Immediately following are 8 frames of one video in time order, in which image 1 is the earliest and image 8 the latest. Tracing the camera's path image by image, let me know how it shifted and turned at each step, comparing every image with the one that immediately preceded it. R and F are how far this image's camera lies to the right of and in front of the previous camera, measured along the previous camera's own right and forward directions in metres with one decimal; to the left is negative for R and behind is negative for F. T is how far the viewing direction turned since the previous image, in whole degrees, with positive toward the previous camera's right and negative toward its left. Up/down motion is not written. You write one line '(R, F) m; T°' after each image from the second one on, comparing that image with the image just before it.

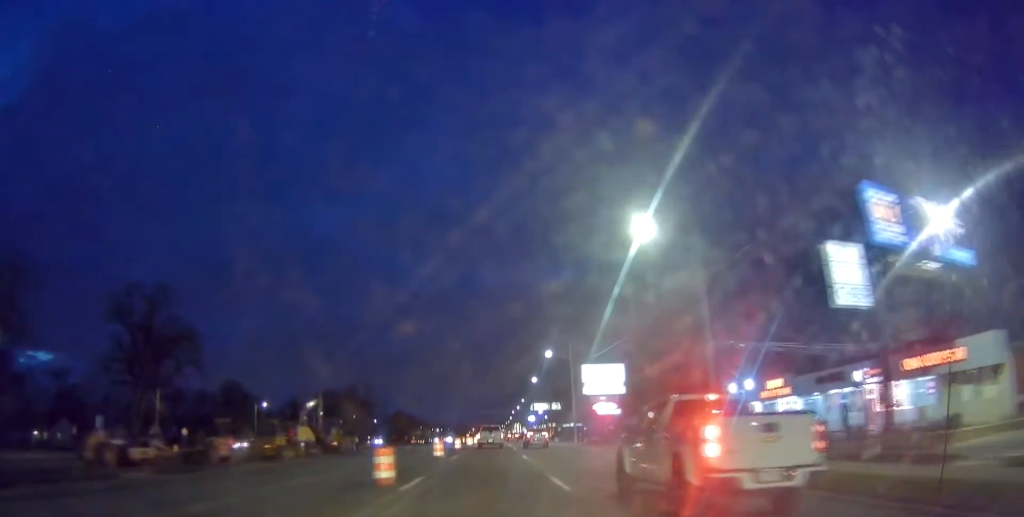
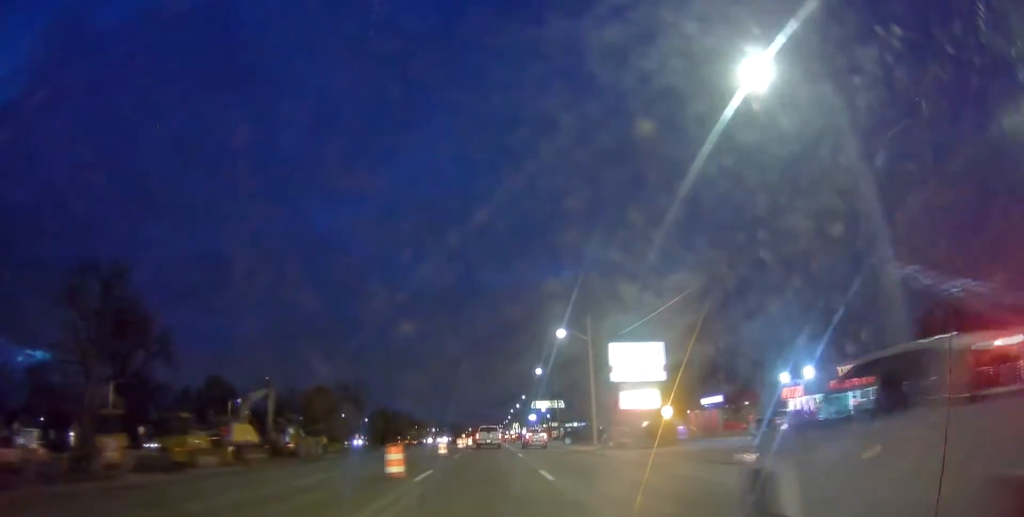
(-0.3, +12.2) m; +1°
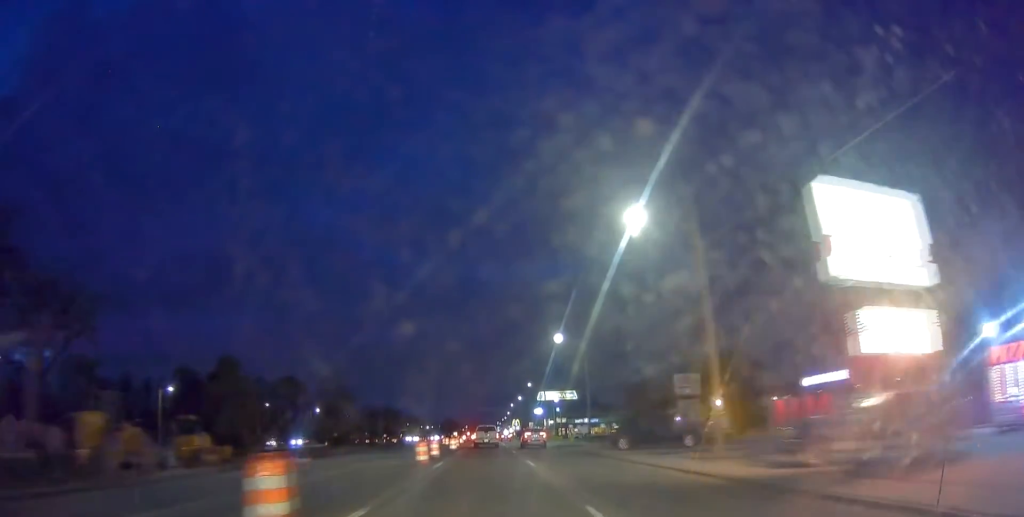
(+1.1, +24.8) m; +1°
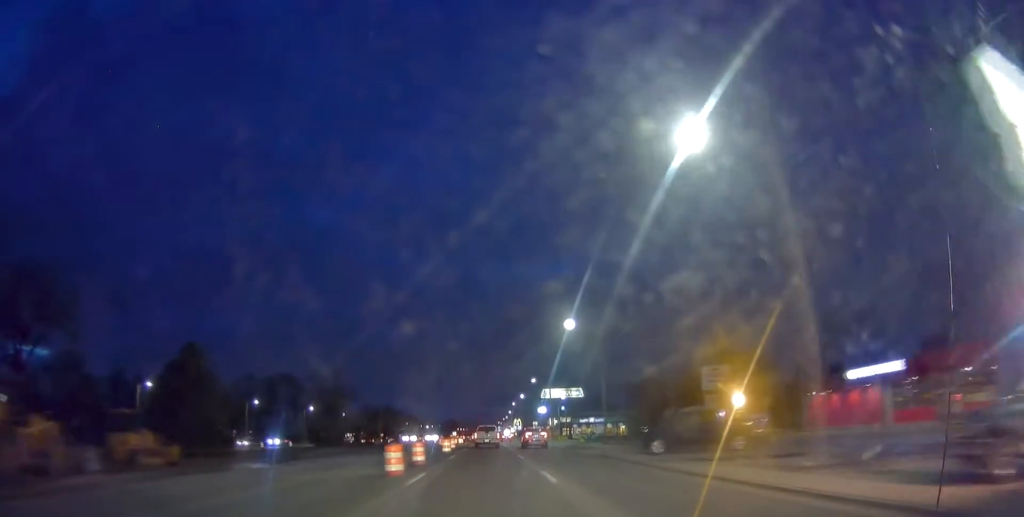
(-0.1, +6.6) m; -1°
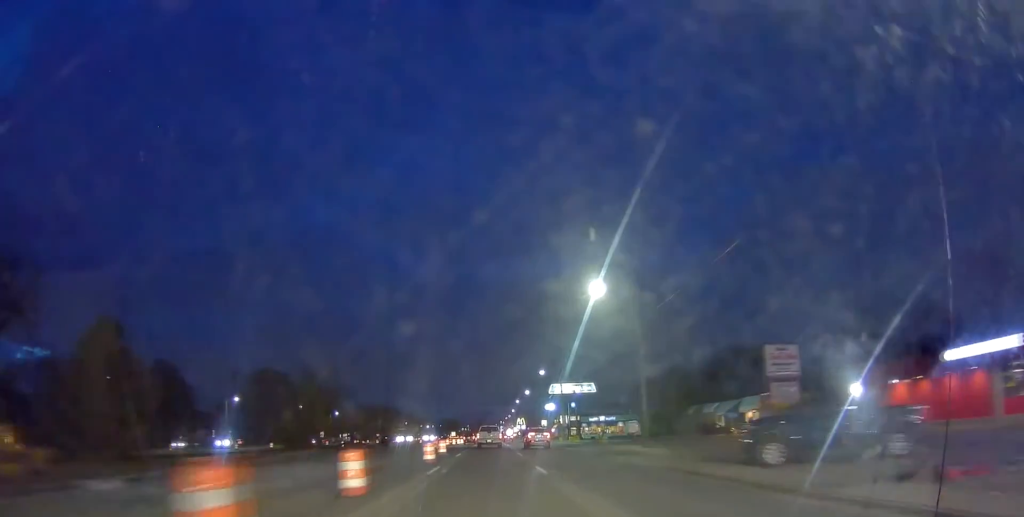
(-0.1, +10.8) m; -2°
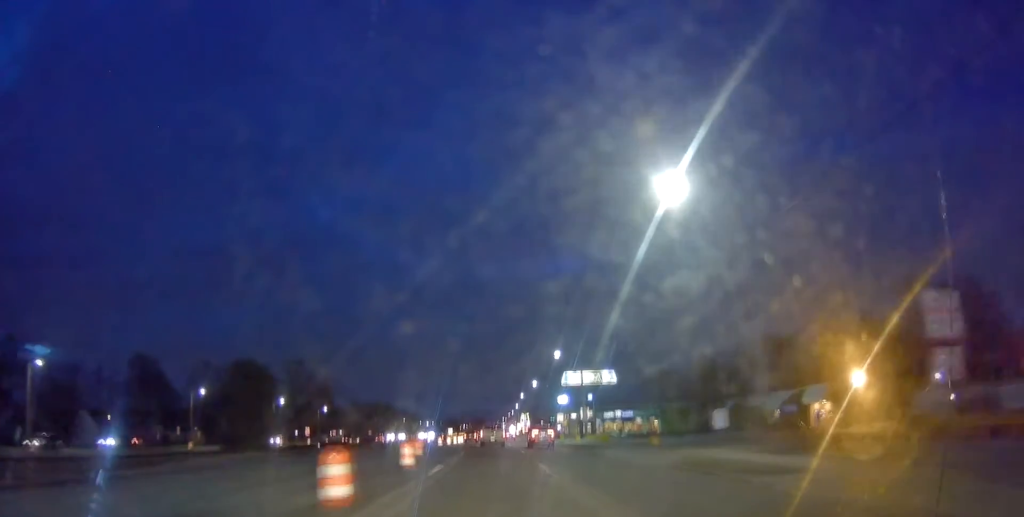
(-0.4, +14.9) m; +1°
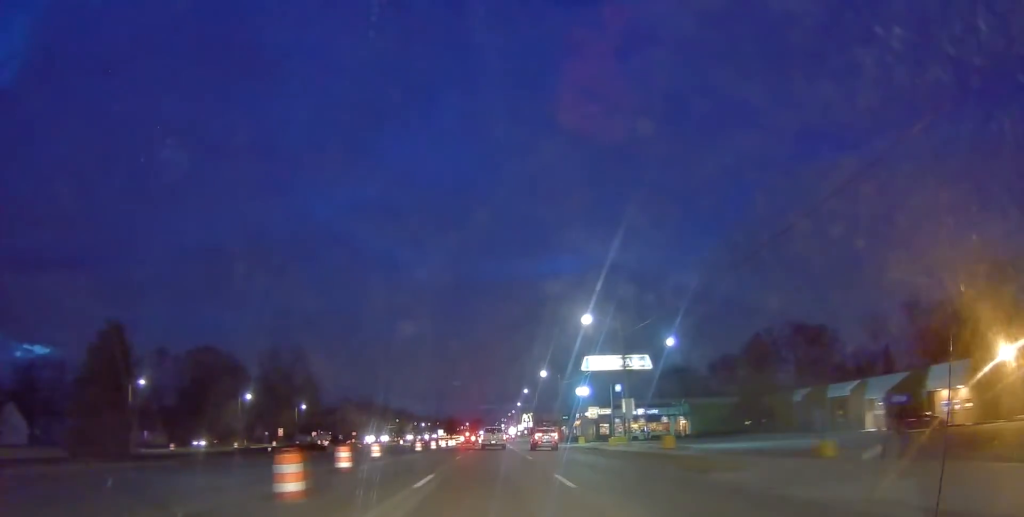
(+0.8, +19.3) m; +2°
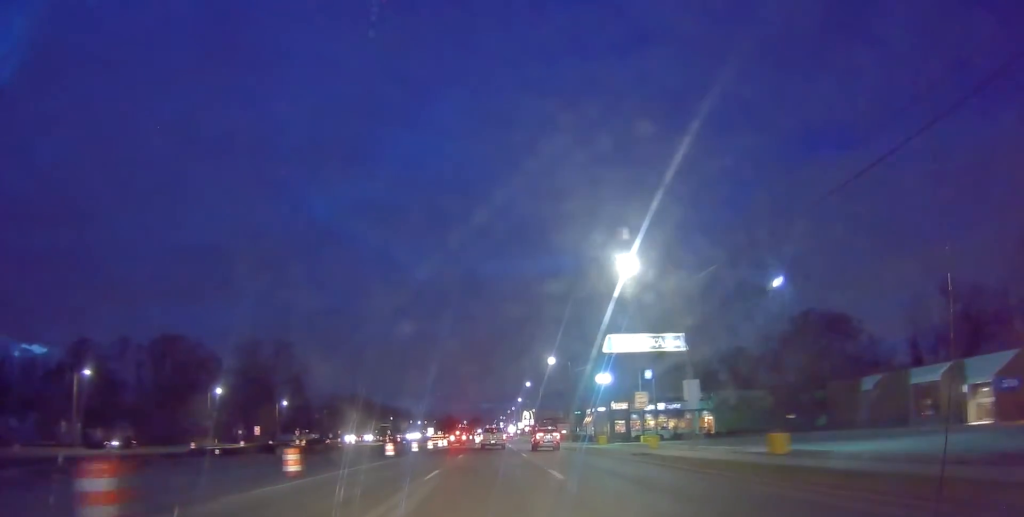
(-0.3, +13.5) m; 0°
